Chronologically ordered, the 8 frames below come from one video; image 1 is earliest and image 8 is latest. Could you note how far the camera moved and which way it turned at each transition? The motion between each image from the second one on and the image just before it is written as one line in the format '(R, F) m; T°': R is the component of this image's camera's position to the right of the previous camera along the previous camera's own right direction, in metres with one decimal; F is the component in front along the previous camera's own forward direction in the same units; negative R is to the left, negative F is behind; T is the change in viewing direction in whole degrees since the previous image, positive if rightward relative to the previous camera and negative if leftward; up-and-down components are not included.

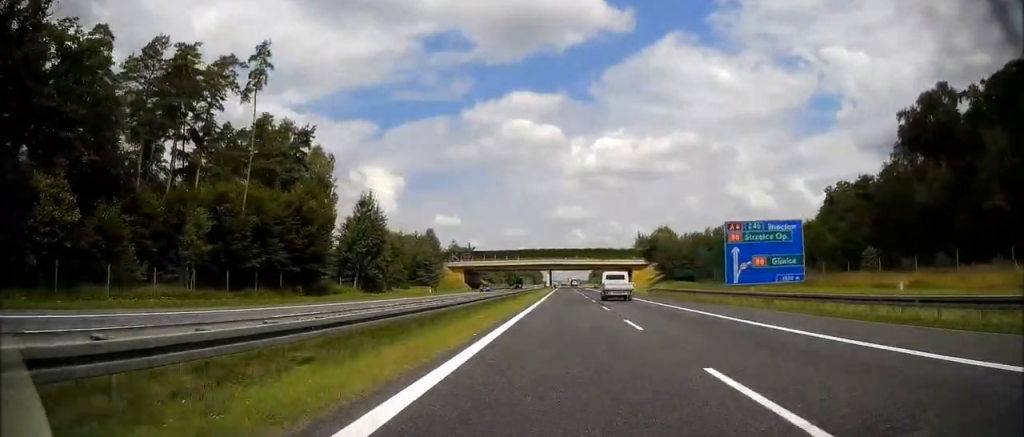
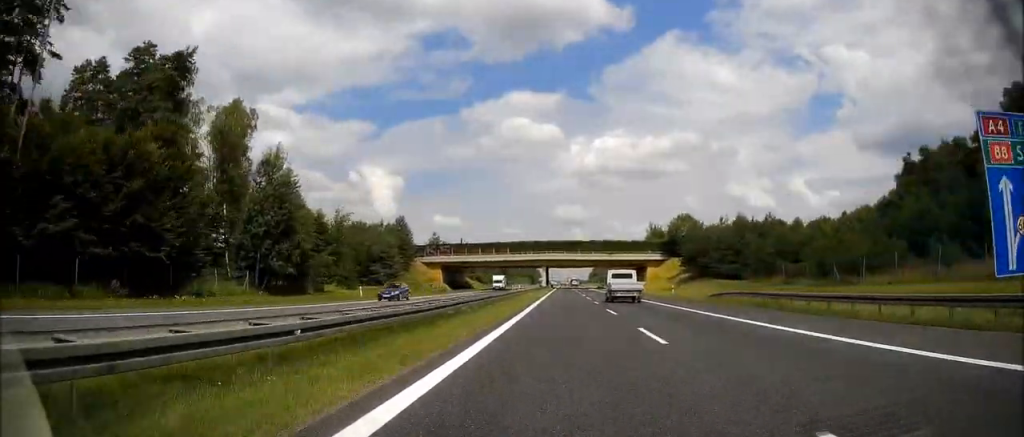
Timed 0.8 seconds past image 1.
(0.0, +28.5) m; 0°
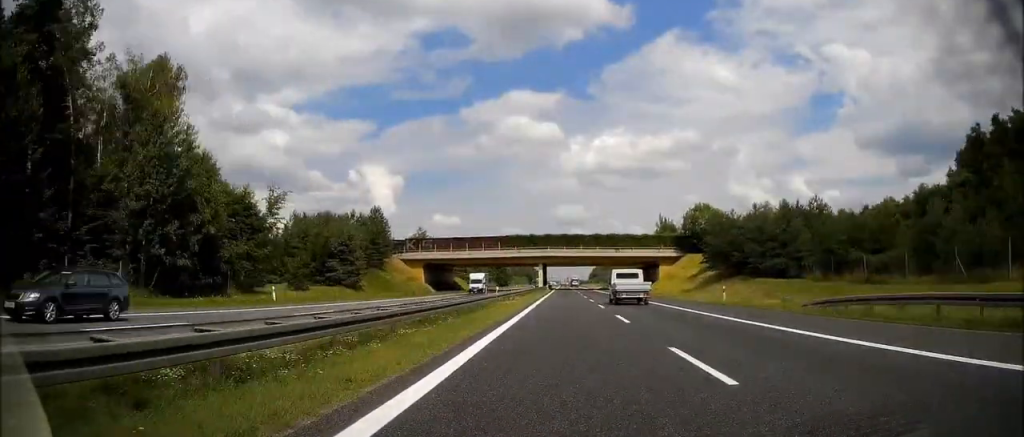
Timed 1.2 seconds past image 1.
(0.0, +17.4) m; 0°
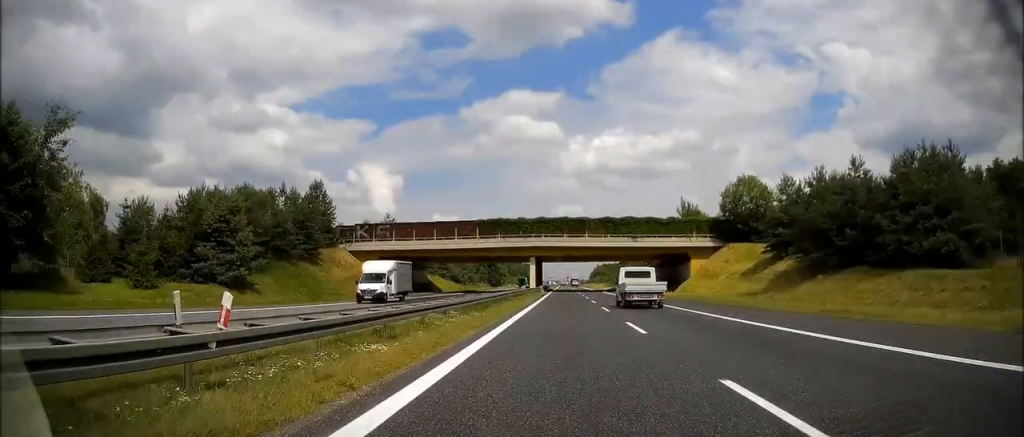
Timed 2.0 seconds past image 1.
(0.0, +28.6) m; 0°
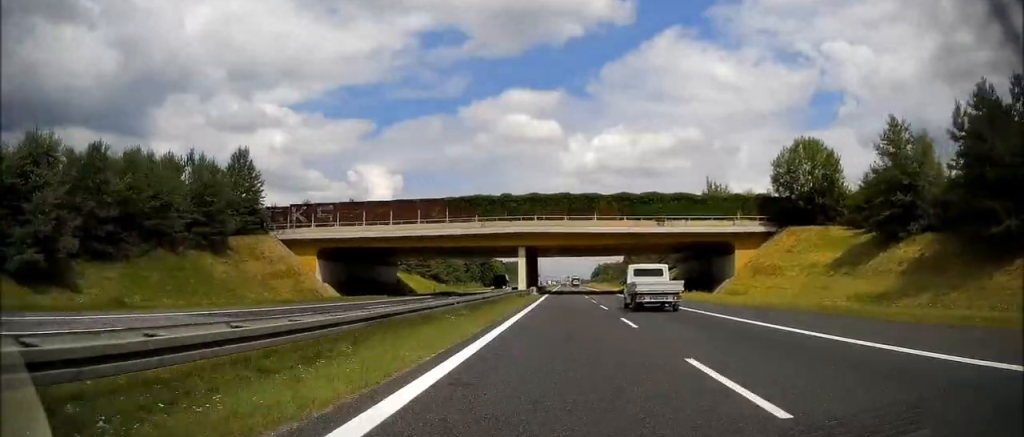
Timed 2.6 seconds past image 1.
(+0.1, +22.4) m; 0°
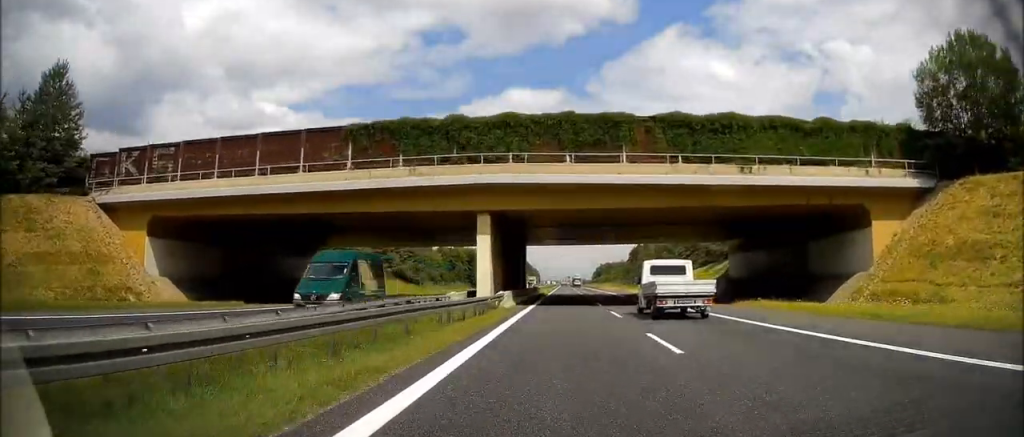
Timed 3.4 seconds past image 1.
(0.0, +29.9) m; 0°
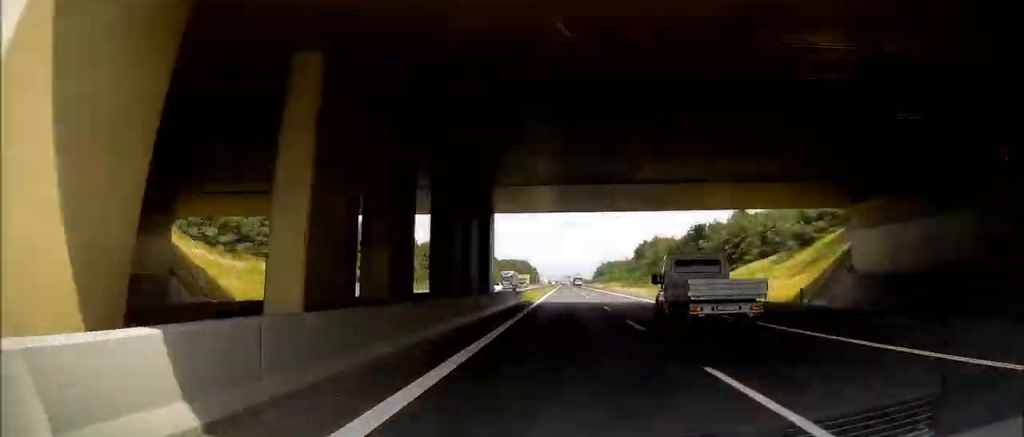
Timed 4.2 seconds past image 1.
(-0.1, +29.9) m; 0°
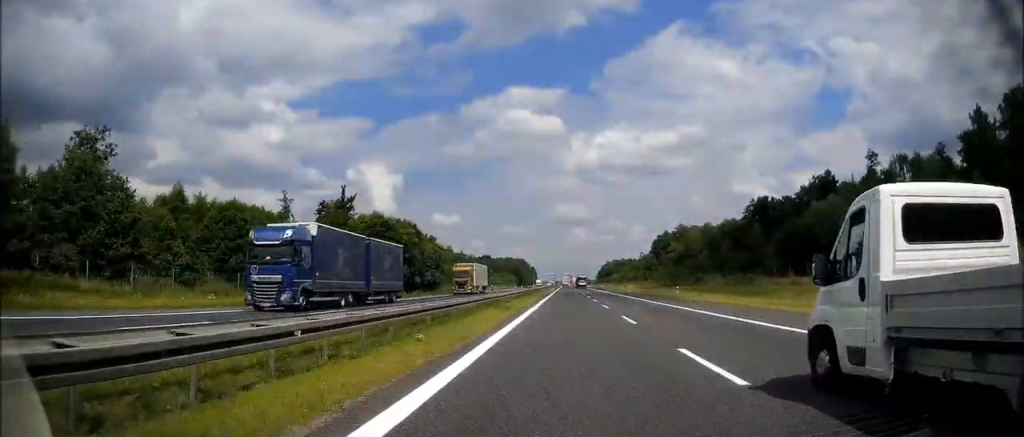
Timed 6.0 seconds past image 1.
(+0.1, +68.7) m; 0°
